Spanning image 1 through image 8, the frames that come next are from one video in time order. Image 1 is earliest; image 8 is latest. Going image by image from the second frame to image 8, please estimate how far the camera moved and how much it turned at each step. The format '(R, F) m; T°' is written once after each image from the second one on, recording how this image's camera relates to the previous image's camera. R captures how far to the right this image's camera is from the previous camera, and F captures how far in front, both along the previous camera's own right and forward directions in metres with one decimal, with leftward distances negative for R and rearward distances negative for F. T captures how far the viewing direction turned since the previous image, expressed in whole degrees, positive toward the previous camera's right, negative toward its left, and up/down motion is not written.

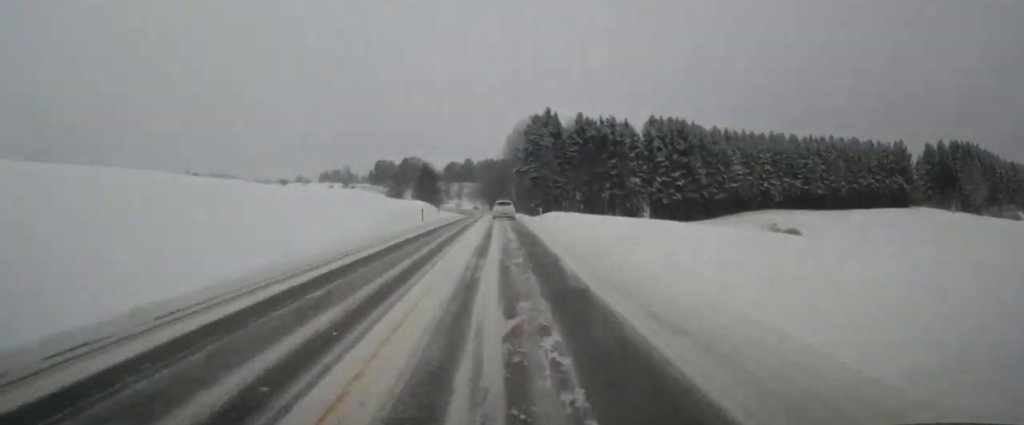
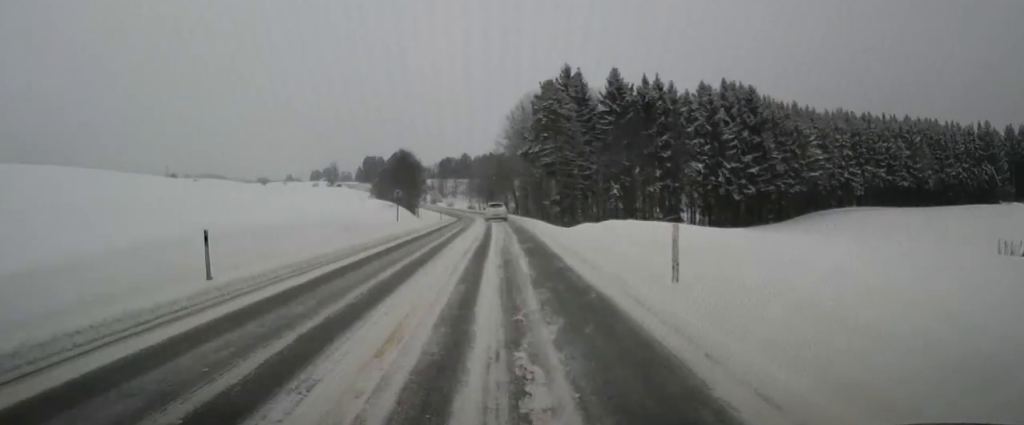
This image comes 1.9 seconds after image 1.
(-0.1, +31.6) m; 0°
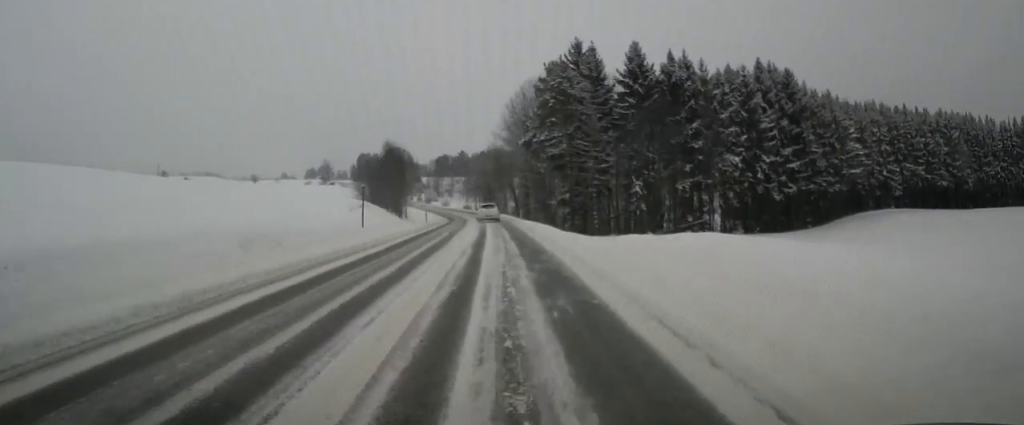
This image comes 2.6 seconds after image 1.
(0.0, +11.4) m; 0°
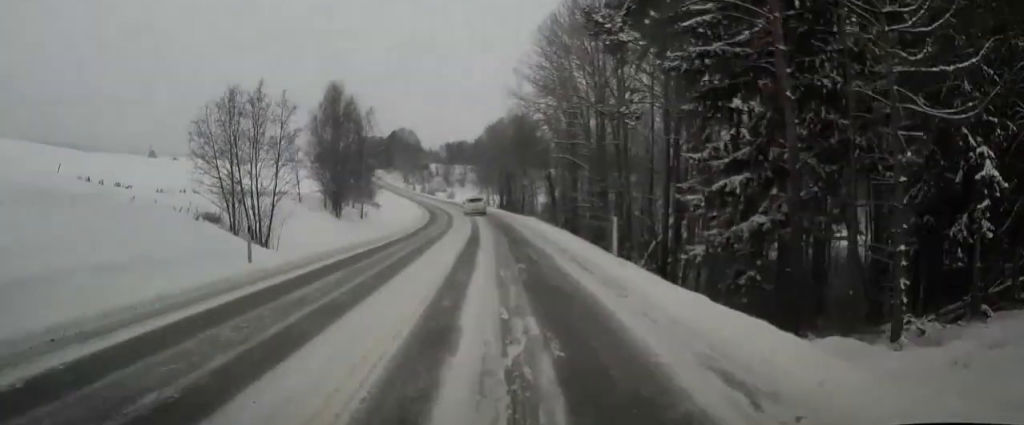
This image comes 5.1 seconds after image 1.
(-0.3, +40.0) m; -1°
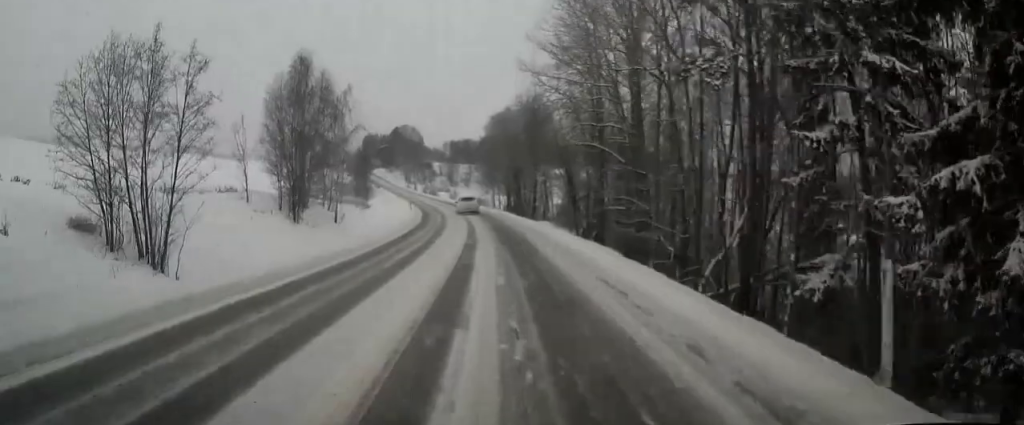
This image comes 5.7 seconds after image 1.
(0.0, +10.2) m; -1°
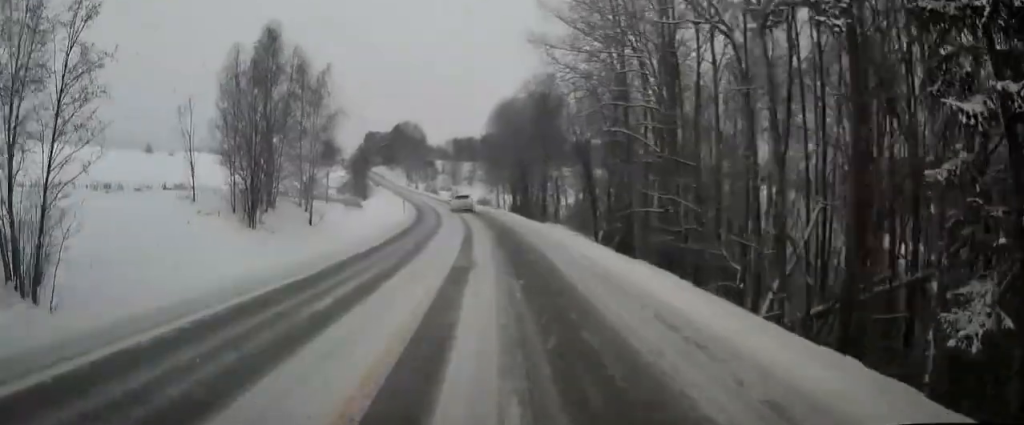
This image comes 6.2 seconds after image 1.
(0.0, +7.0) m; -1°
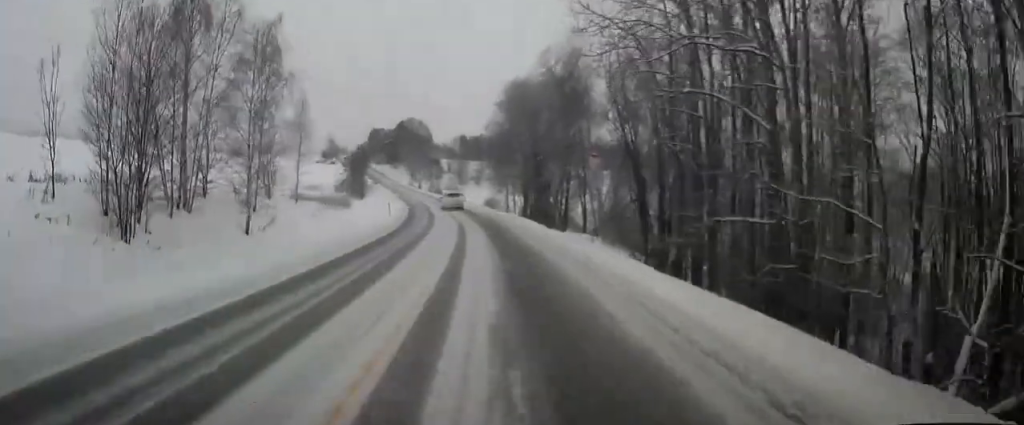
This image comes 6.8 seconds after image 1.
(-0.1, +10.7) m; -1°
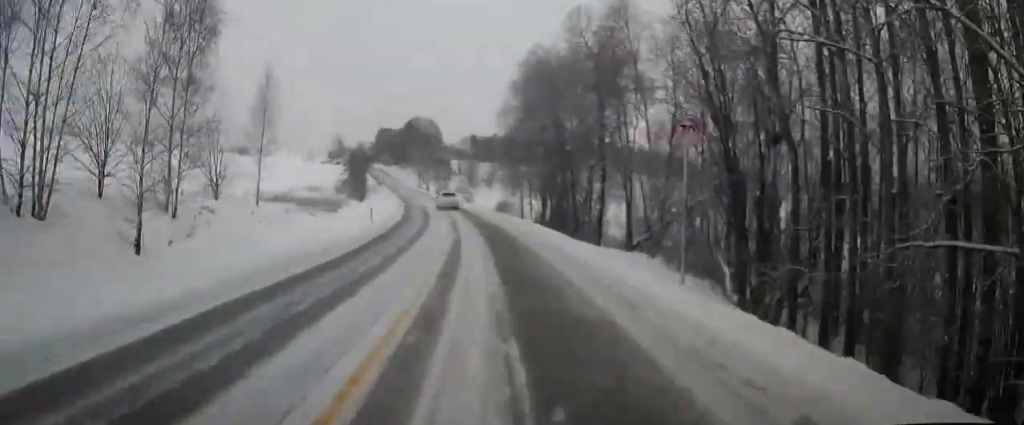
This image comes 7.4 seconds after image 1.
(-0.1, +9.6) m; -1°
